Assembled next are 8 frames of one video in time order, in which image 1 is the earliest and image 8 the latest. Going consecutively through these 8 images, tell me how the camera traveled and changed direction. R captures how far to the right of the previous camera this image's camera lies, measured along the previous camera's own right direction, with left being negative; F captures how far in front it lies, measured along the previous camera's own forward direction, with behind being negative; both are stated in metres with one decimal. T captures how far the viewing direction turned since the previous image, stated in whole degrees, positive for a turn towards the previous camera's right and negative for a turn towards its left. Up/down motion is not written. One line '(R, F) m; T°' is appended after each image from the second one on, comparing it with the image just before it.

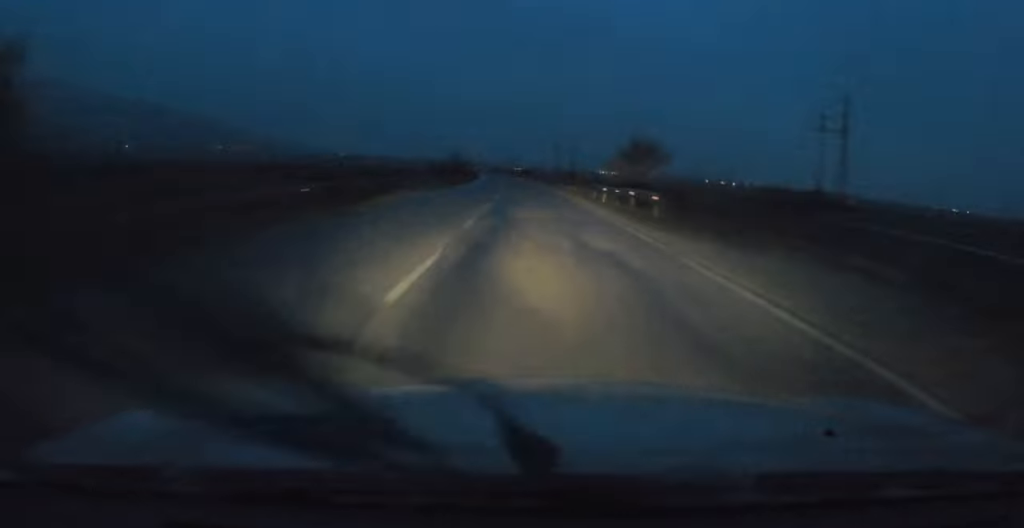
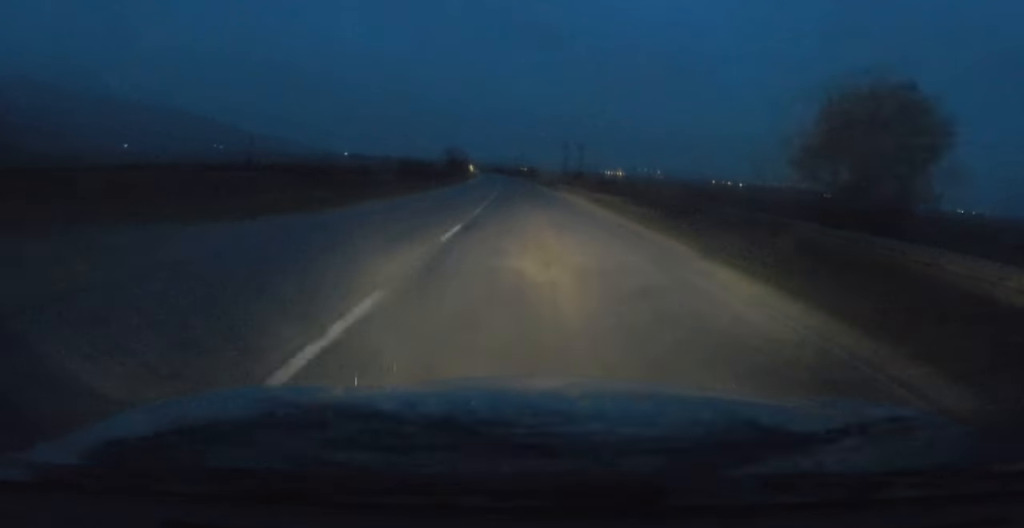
(-0.2, +26.6) m; -1°
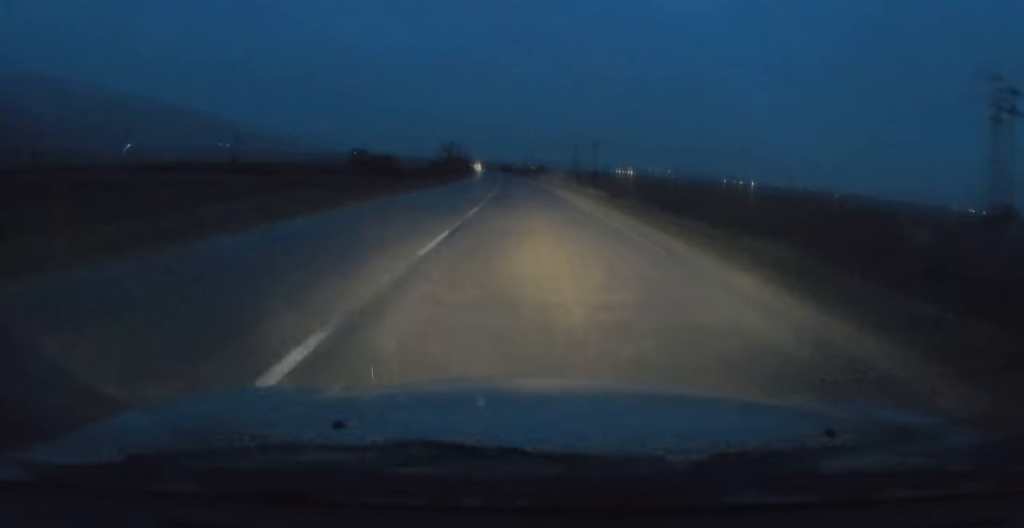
(-0.1, +24.0) m; -1°
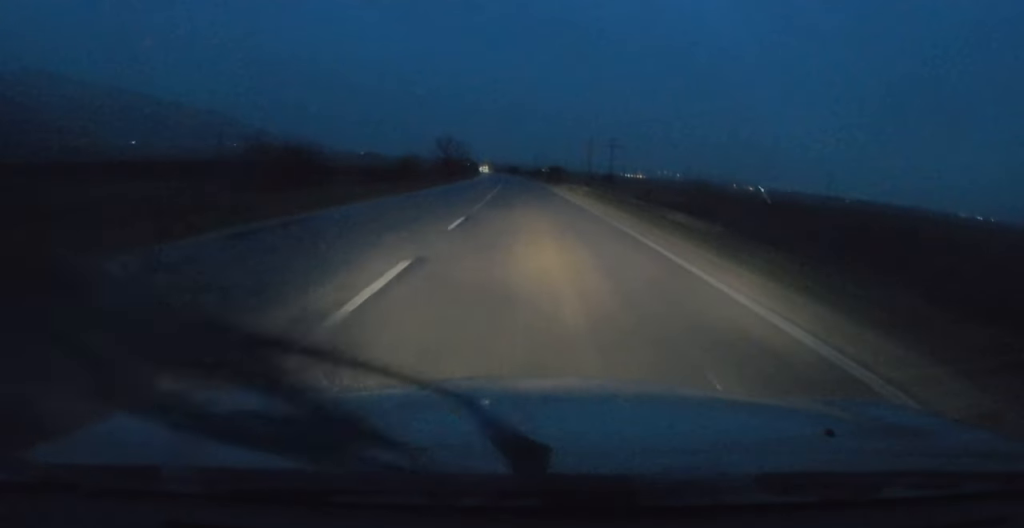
(-0.1, +19.8) m; -1°
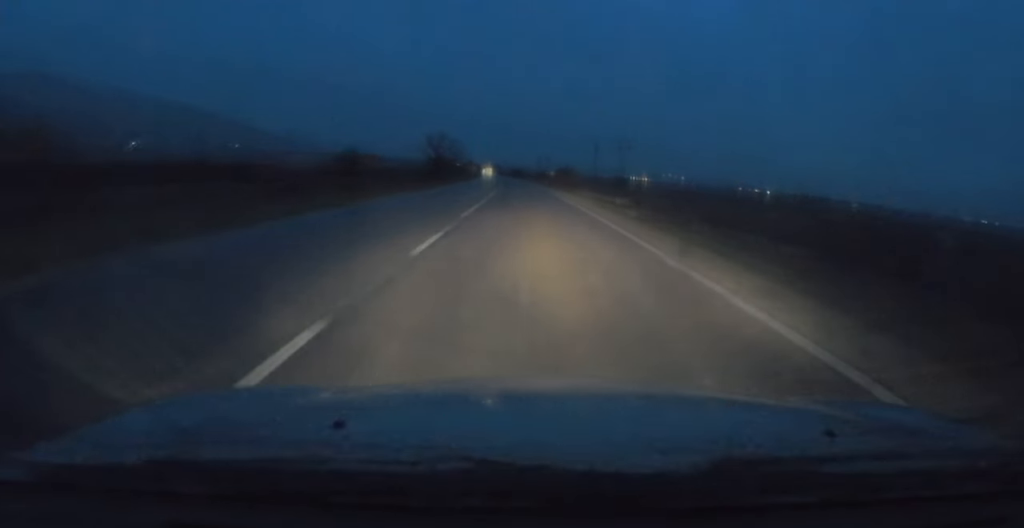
(-0.3, +18.9) m; 0°
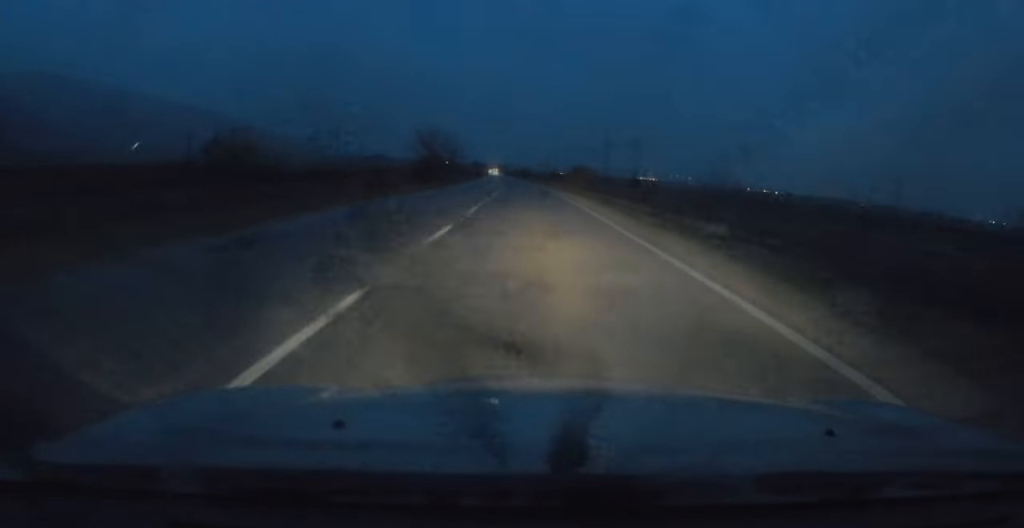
(+0.2, +13.8) m; 0°
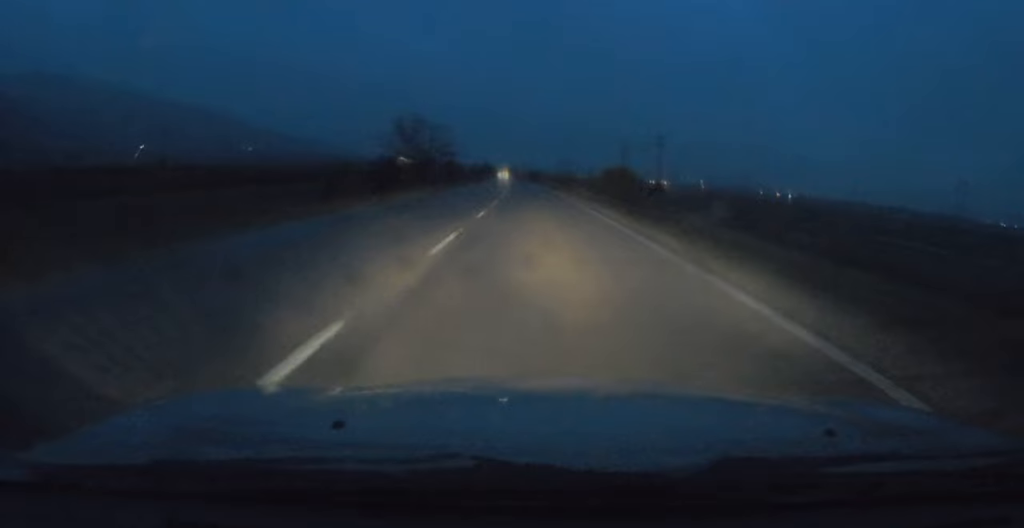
(-0.1, +24.2) m; -1°
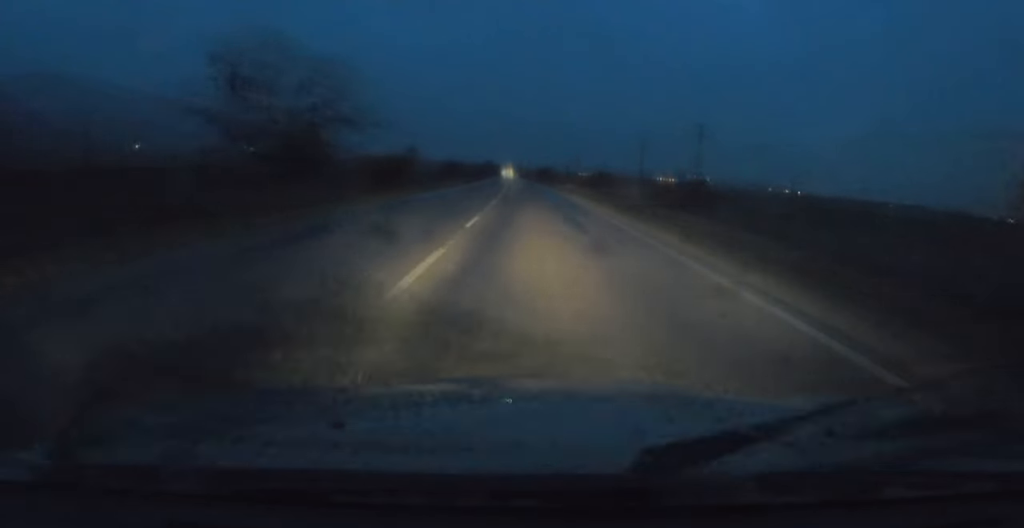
(-0.5, +41.5) m; -1°
